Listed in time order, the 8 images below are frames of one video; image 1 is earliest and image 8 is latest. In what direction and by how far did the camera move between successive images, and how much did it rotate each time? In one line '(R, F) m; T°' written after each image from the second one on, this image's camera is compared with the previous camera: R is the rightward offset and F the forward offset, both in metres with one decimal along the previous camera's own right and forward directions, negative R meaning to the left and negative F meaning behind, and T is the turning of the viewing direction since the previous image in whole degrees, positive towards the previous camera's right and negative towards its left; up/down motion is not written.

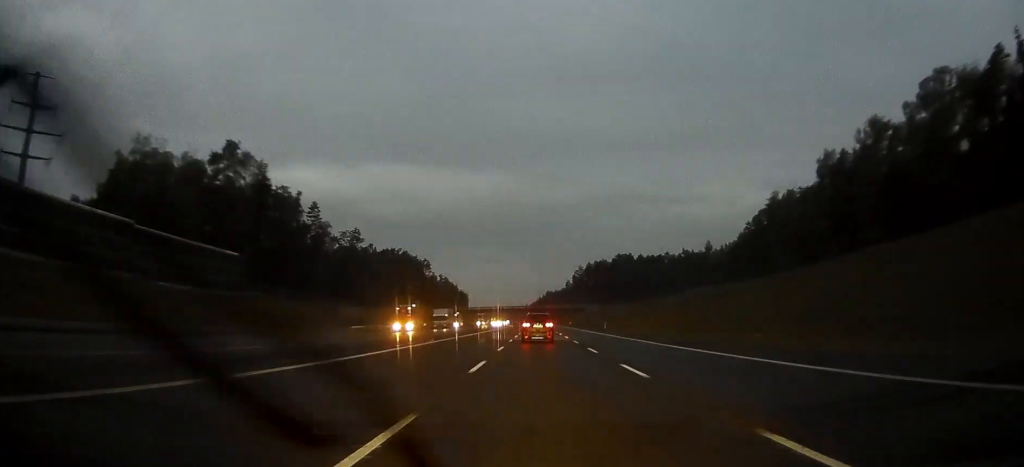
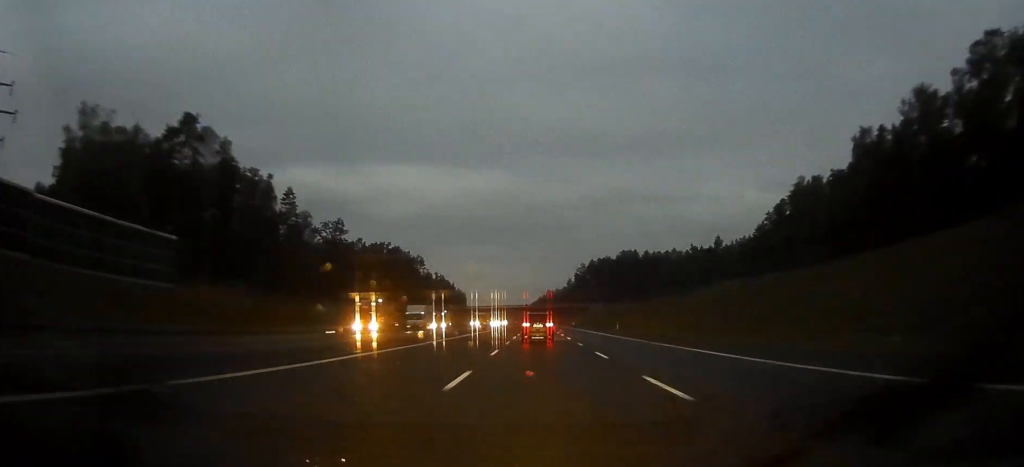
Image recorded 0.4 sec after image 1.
(0.0, +16.2) m; 0°
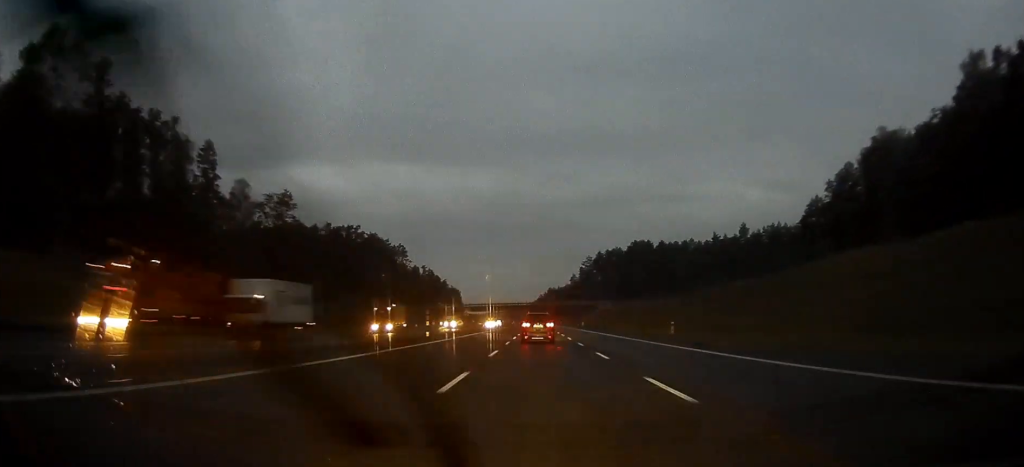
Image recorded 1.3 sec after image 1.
(-0.2, +36.5) m; 0°
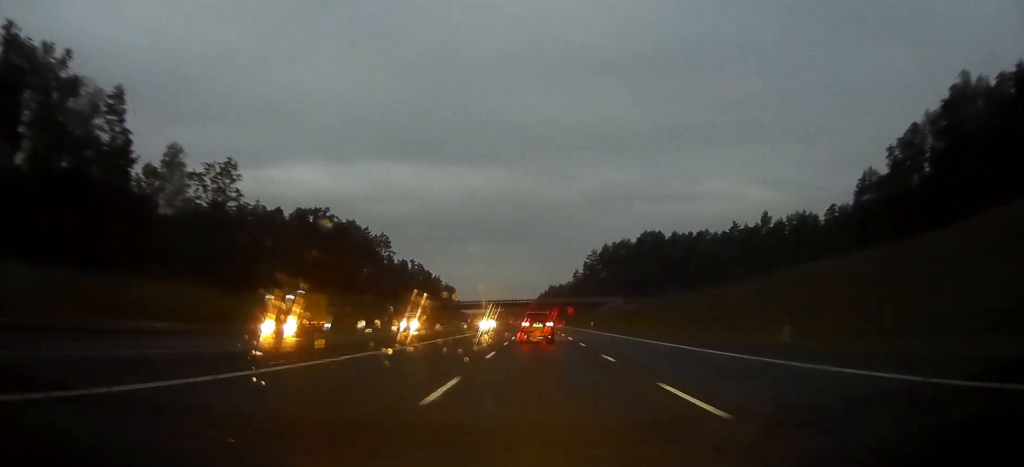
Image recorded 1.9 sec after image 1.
(+0.1, +25.7) m; 0°
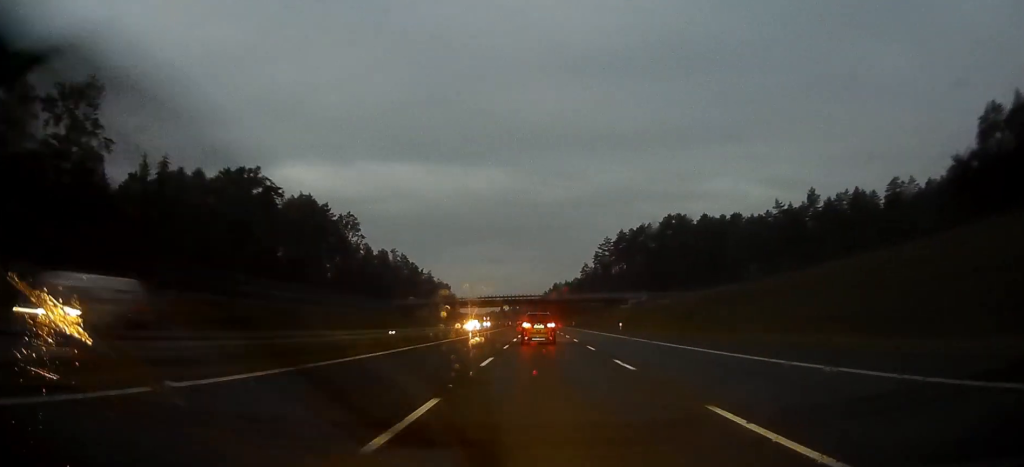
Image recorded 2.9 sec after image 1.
(-0.1, +39.4) m; 0°
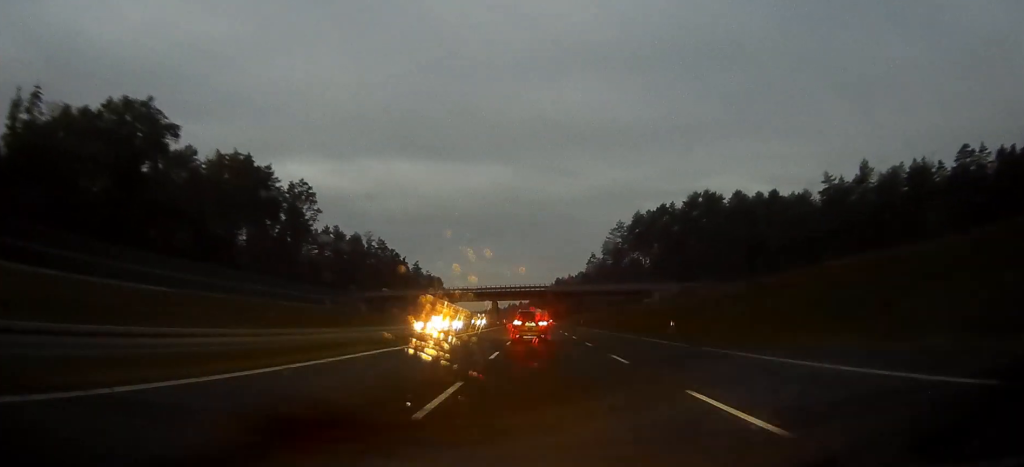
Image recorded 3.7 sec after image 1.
(-0.1, +33.9) m; 0°
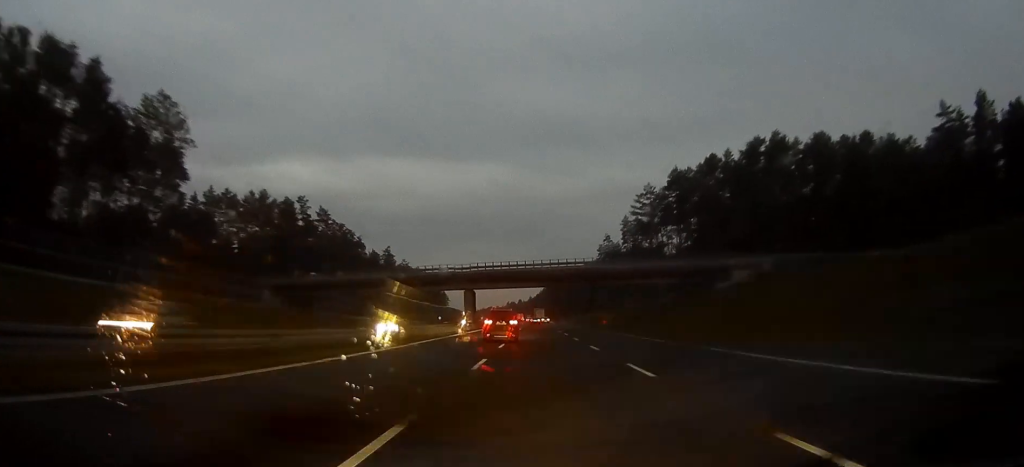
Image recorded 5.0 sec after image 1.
(-0.1, +51.1) m; 0°
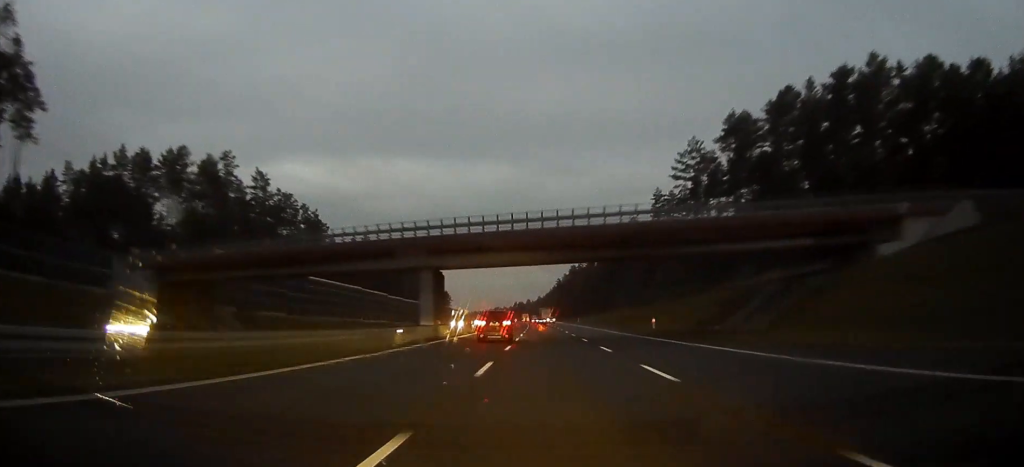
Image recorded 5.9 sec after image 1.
(-0.1, +37.3) m; 0°
